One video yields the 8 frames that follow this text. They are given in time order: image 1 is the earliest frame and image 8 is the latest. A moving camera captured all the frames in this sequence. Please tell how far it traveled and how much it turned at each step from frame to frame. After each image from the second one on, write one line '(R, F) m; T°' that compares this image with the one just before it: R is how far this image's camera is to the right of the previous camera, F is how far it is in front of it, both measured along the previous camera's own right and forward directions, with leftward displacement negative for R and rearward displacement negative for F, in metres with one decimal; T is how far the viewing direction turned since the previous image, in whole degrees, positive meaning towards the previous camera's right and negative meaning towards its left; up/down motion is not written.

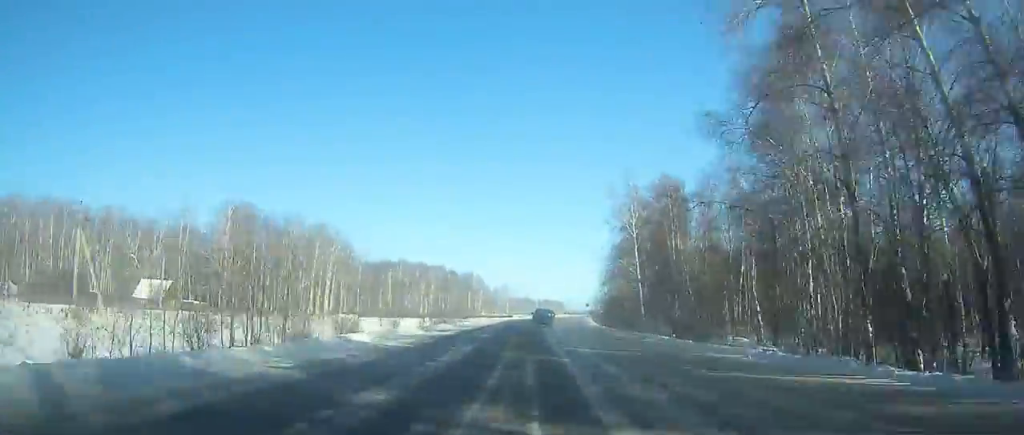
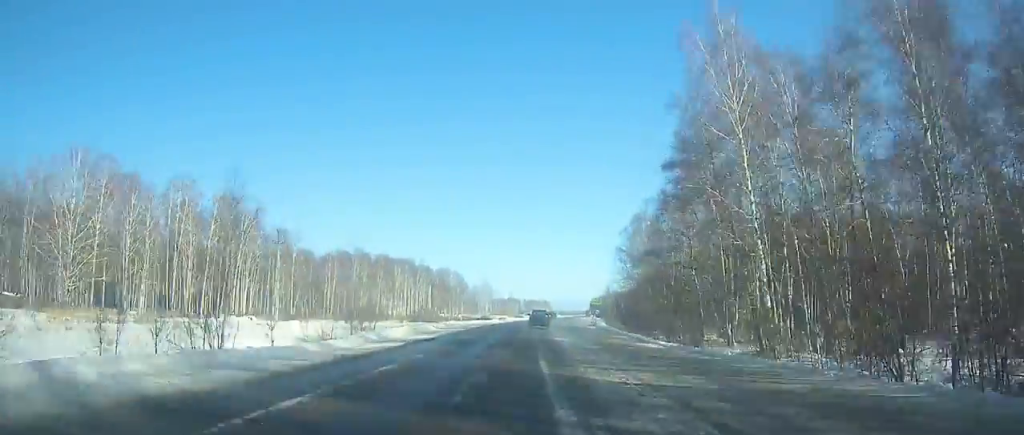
(+0.6, +38.6) m; +1°
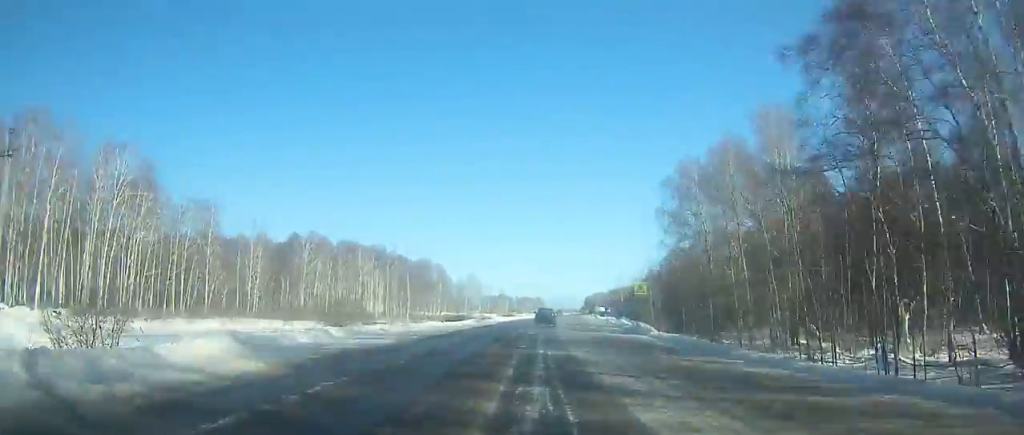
(-0.1, +34.1) m; +1°
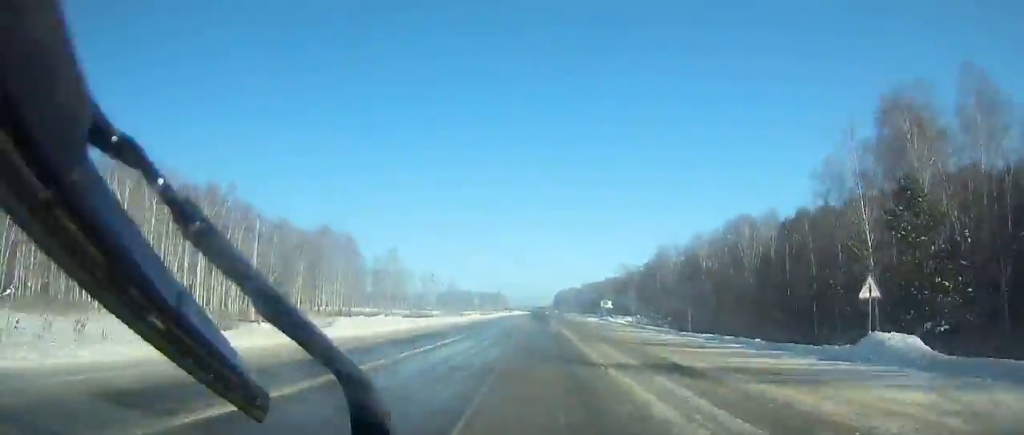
(+3.1, +90.2) m; +3°
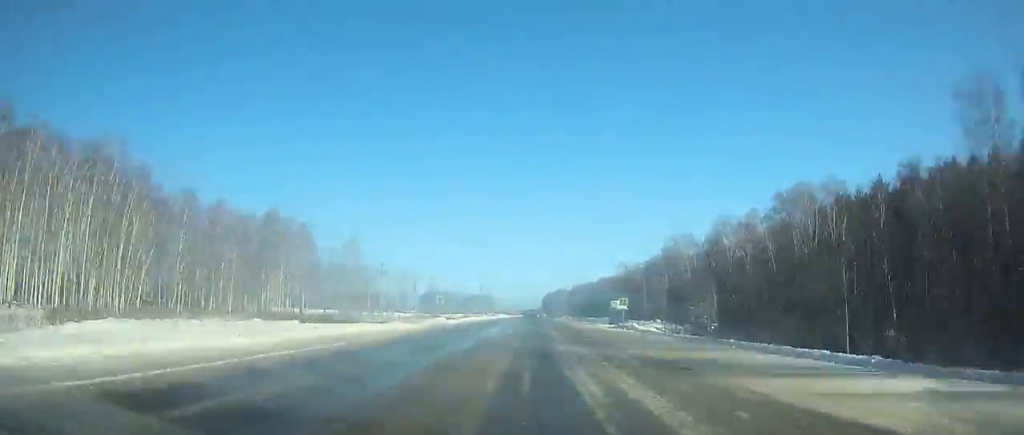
(+0.3, +29.1) m; +1°
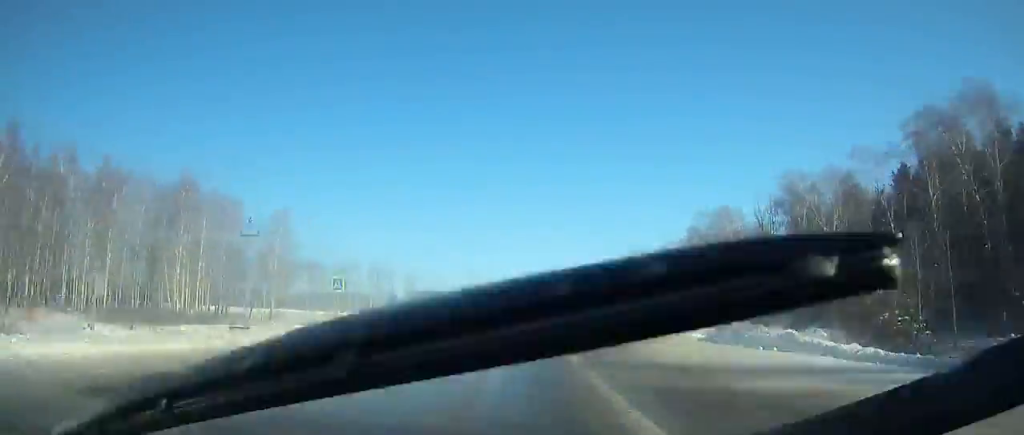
(+0.3, +35.5) m; +1°
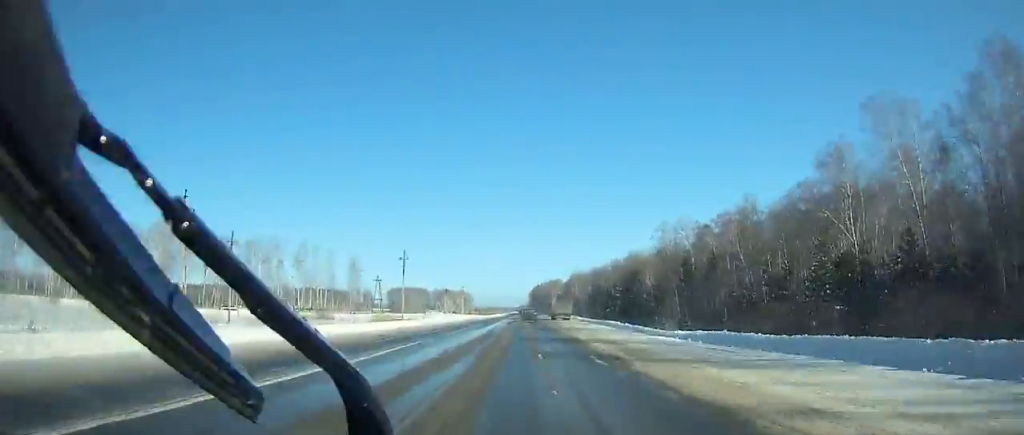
(+0.5, +70.3) m; 0°
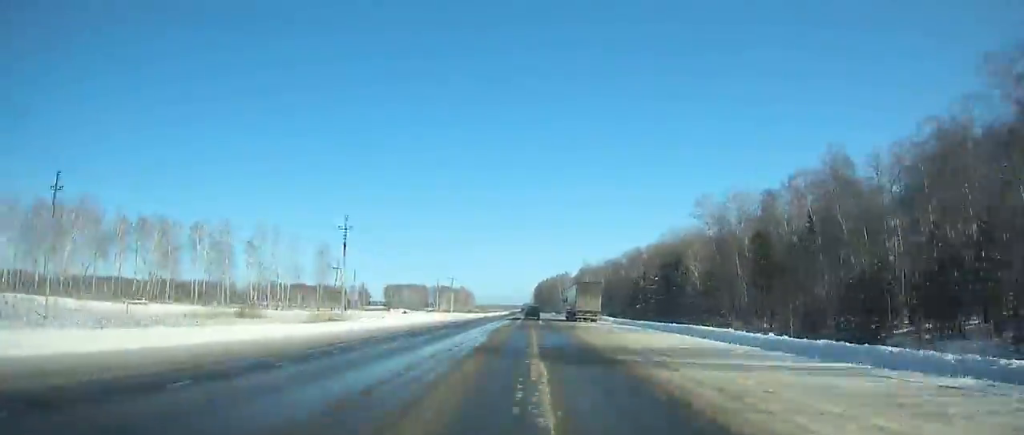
(+0.1, +32.6) m; 0°
